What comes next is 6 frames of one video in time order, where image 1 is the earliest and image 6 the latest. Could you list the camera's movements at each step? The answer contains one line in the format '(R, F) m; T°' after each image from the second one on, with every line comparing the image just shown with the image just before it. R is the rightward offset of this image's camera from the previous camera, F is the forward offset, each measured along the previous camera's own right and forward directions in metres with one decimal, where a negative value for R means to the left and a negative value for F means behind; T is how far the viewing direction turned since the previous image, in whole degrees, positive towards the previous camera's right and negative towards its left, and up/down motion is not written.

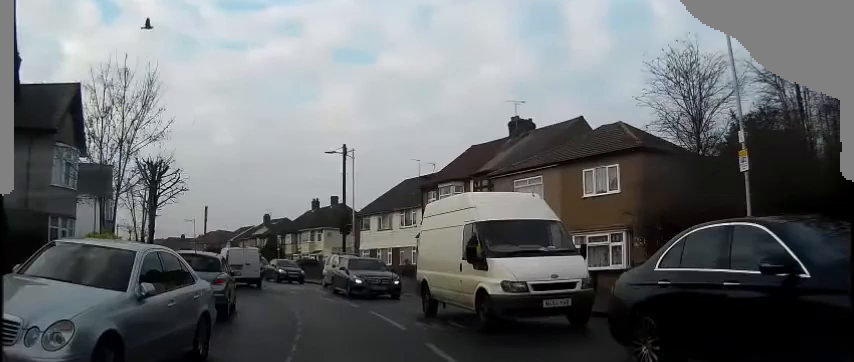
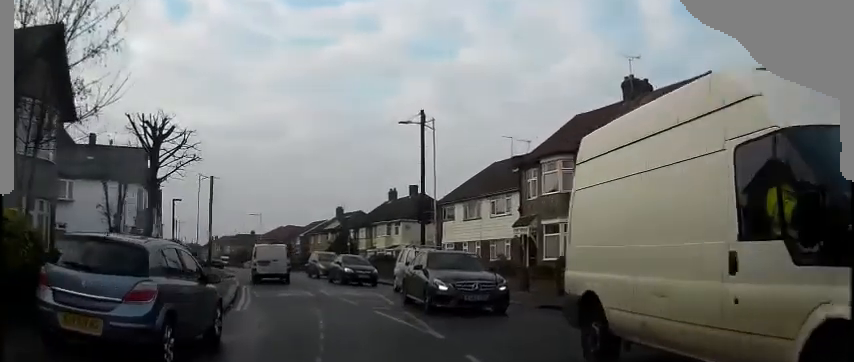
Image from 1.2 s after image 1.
(0.0, +7.2) m; 0°
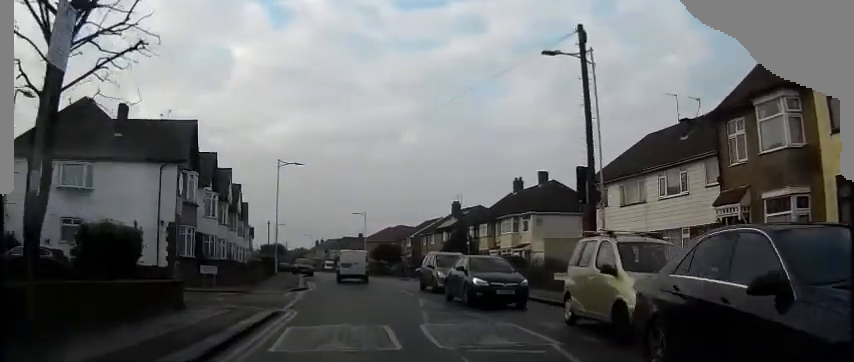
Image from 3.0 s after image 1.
(0.0, +11.2) m; 0°
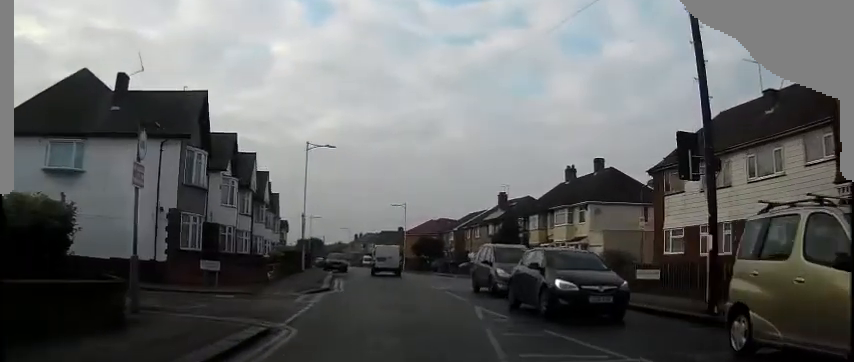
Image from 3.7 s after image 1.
(0.0, +5.1) m; 0°
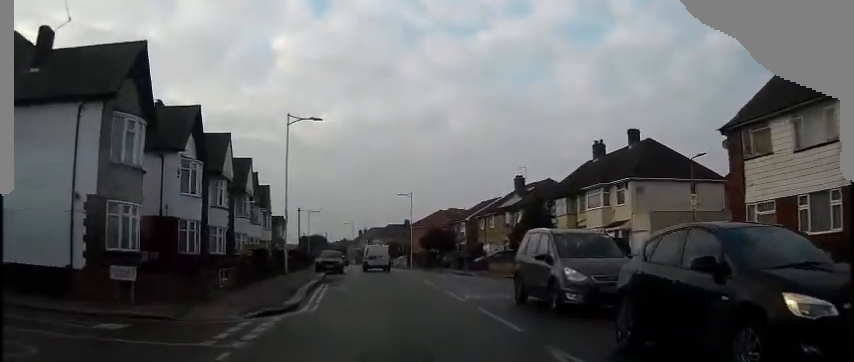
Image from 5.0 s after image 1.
(0.0, +8.4) m; -7°
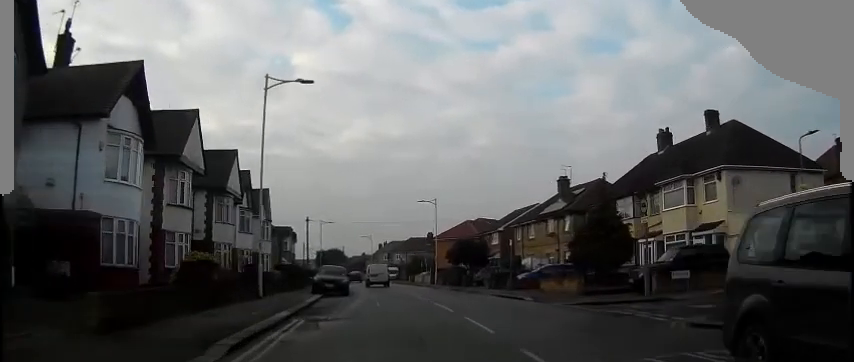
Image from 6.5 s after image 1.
(-1.7, +11.0) m; -11°
